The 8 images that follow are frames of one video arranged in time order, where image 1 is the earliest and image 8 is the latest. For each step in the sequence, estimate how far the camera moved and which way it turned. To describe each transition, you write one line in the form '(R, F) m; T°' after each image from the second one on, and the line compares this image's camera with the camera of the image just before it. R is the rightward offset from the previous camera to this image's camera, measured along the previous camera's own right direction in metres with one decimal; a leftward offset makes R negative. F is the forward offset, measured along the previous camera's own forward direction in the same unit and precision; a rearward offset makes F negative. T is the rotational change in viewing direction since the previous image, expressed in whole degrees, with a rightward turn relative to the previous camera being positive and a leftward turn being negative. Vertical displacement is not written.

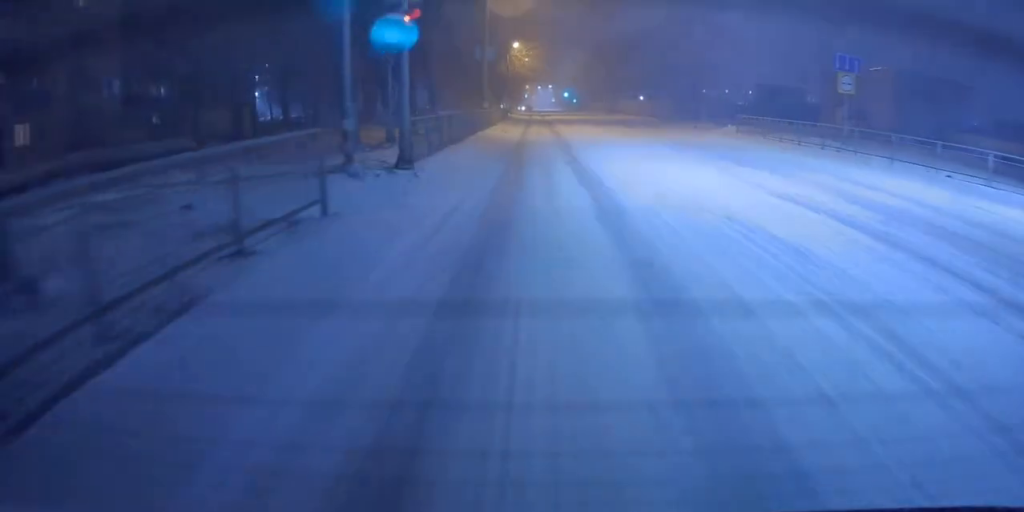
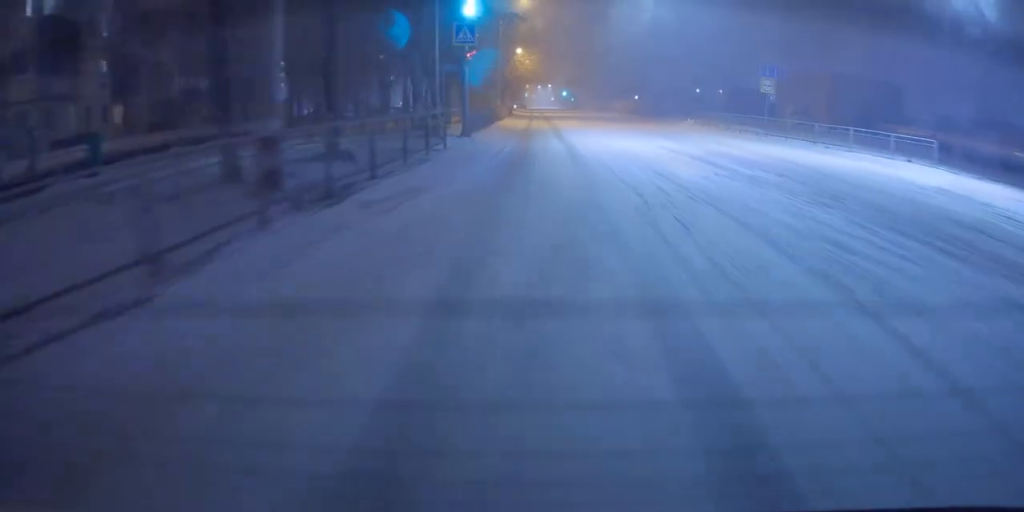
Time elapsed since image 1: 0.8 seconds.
(0.0, +9.1) m; 0°
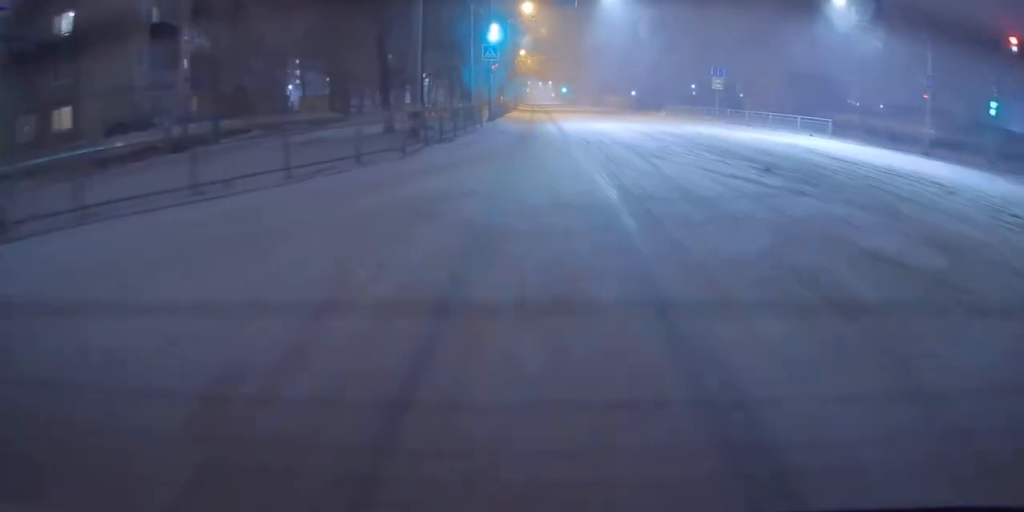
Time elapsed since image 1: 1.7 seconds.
(+0.1, +9.8) m; 0°
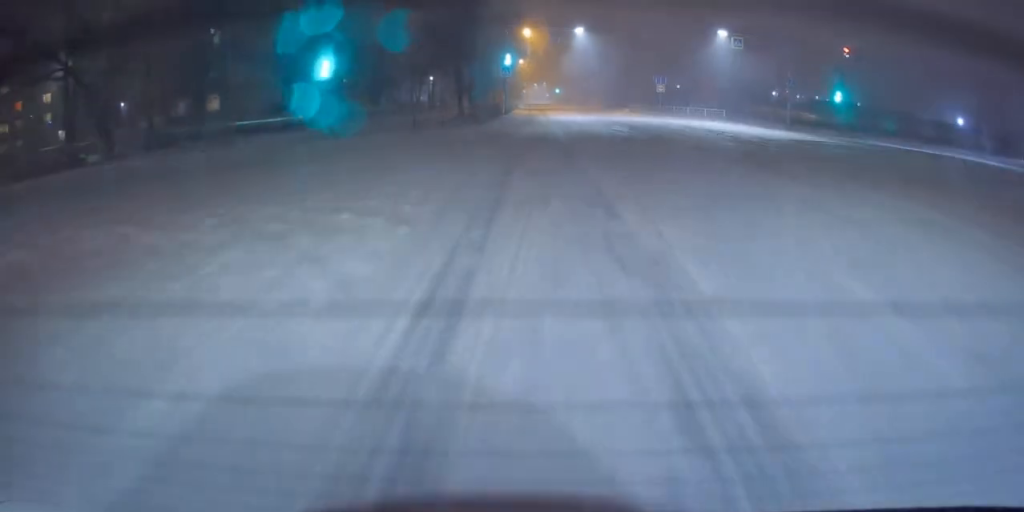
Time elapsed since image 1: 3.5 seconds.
(-0.2, +18.8) m; 0°
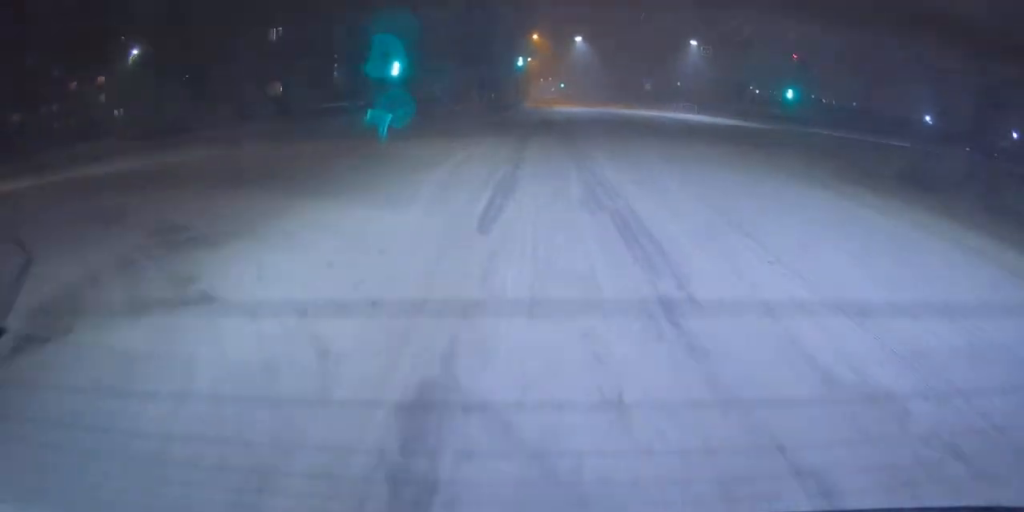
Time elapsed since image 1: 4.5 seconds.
(+0.1, +11.2) m; +1°
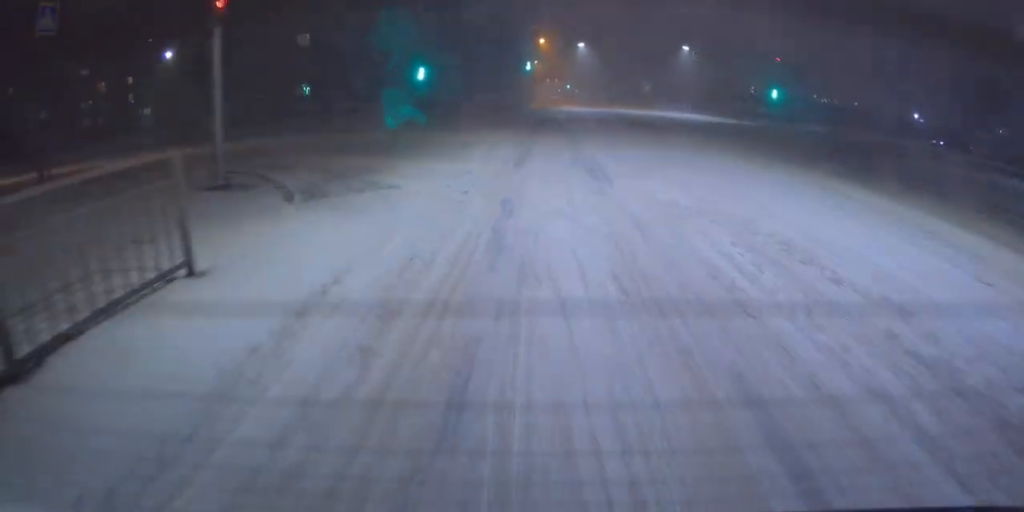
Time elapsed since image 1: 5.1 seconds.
(0.0, +6.1) m; 0°
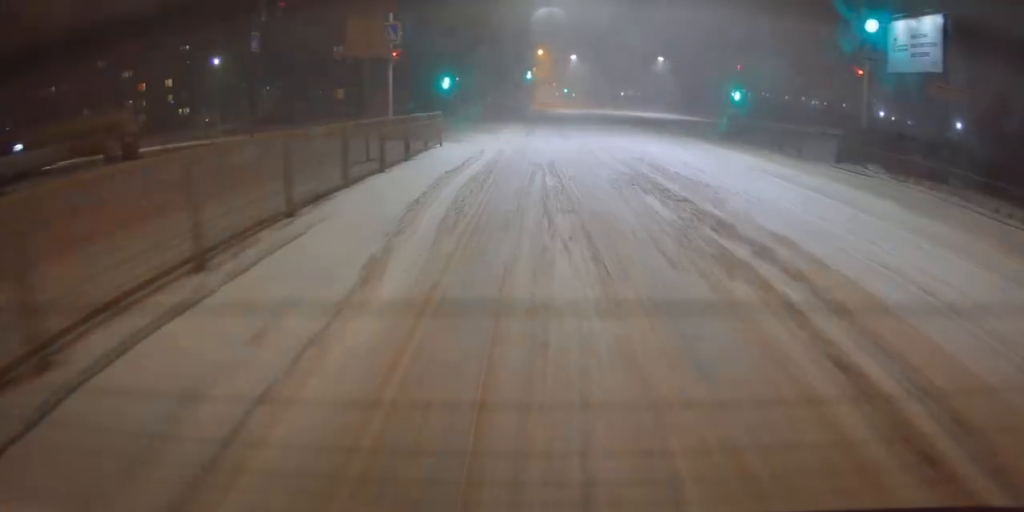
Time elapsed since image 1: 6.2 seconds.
(-0.2, +12.3) m; 0°
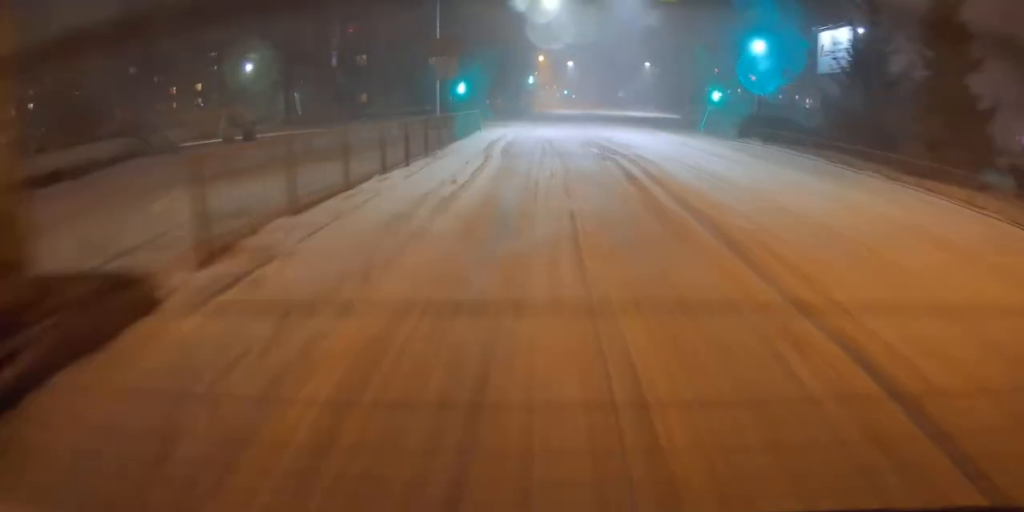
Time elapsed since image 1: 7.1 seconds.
(+0.1, +10.1) m; 0°
